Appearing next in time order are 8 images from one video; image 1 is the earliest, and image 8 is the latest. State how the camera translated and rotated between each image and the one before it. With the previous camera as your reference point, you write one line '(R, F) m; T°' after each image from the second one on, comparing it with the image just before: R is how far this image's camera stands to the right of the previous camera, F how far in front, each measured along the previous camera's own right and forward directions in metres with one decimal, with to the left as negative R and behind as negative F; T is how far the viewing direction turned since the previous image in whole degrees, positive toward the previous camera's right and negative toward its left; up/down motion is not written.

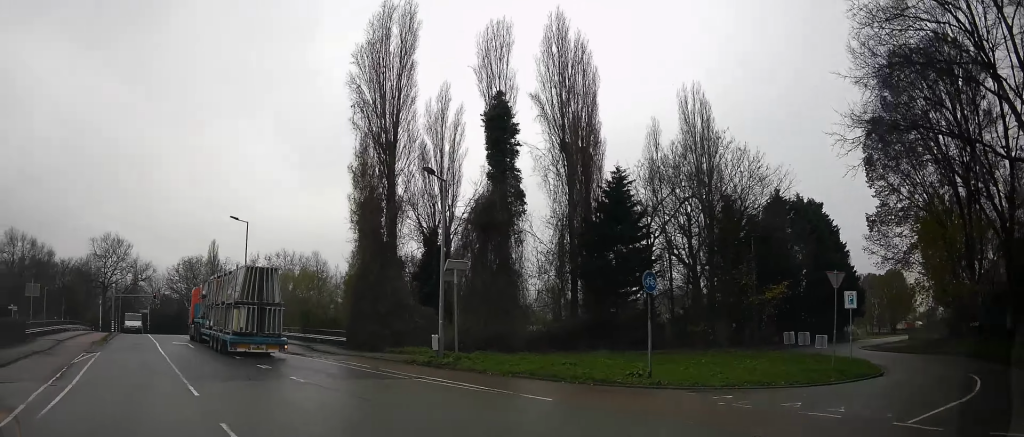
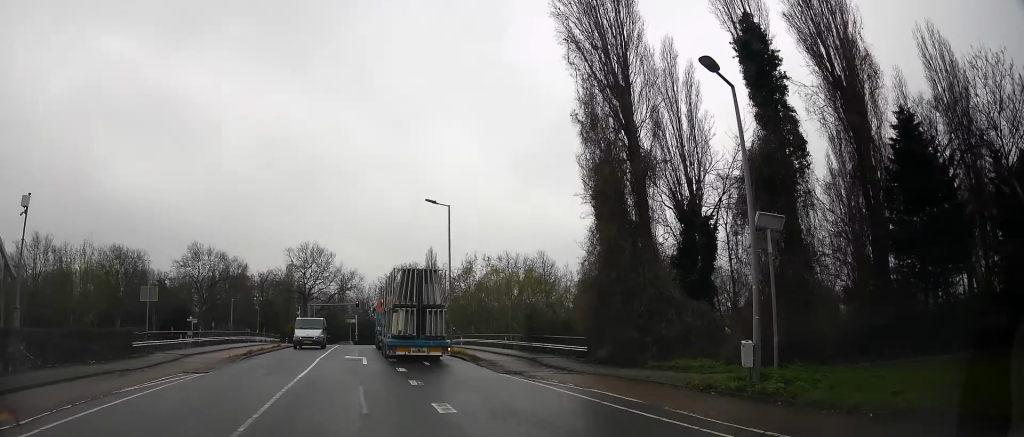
(-2.2, +6.8) m; -32°
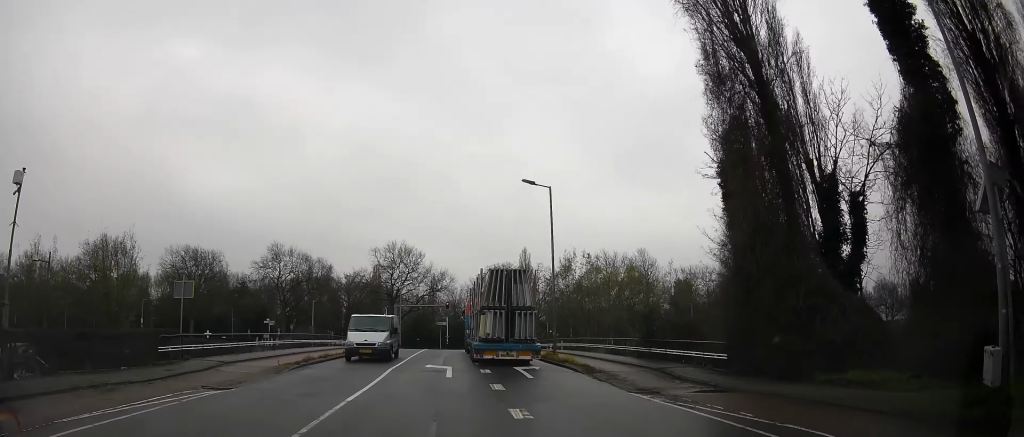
(0.0, +4.1) m; 0°
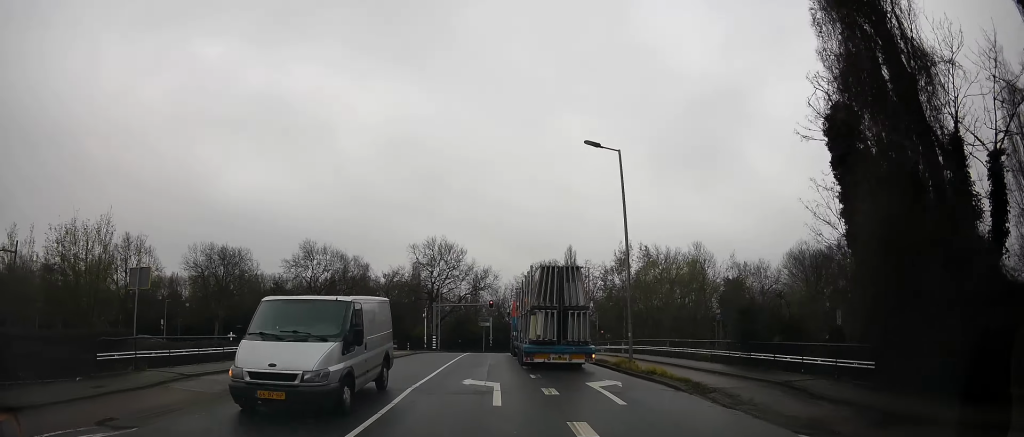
(0.0, +5.1) m; -9°
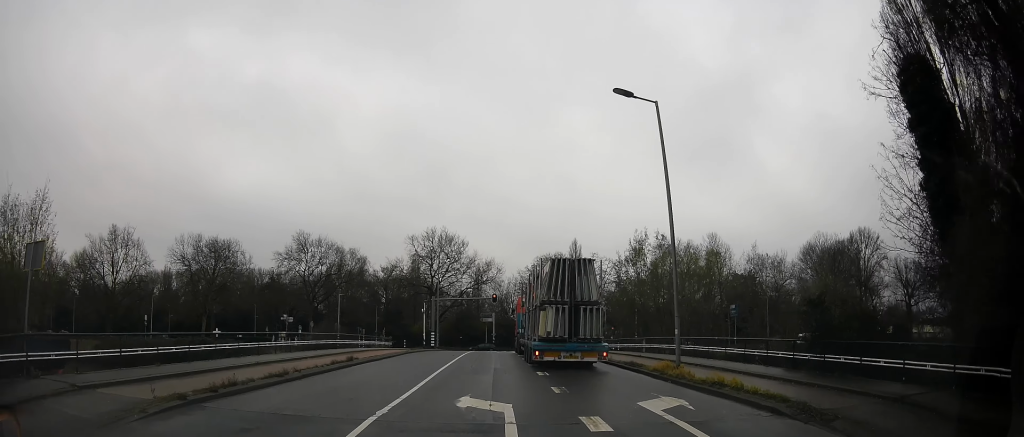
(-0.6, +4.3) m; -8°
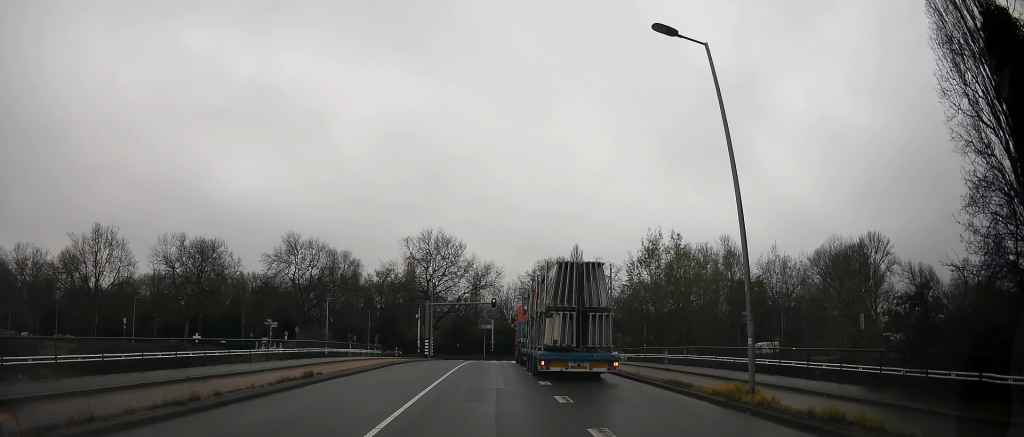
(-0.2, +4.5) m; -2°
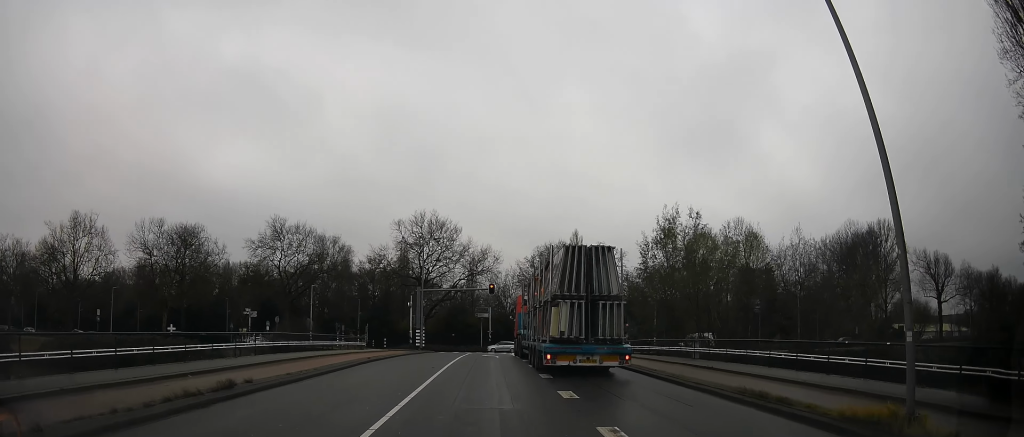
(0.0, +5.1) m; 0°
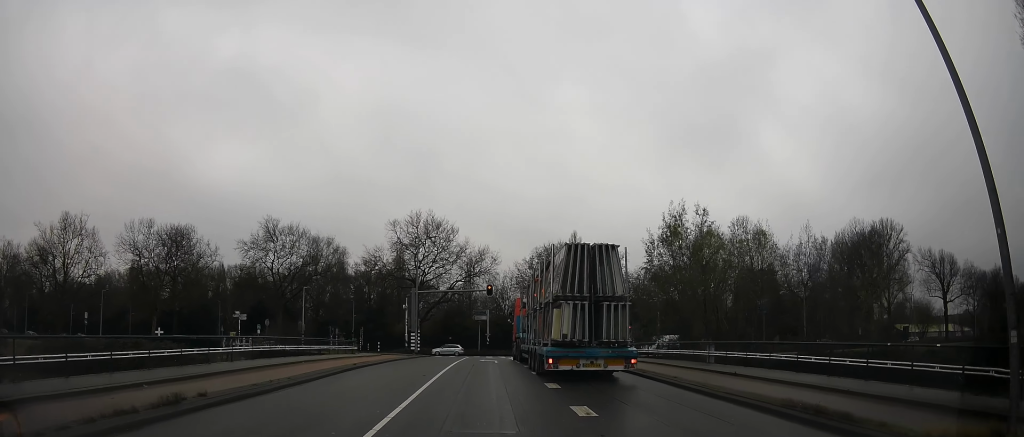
(0.0, +2.1) m; 0°
